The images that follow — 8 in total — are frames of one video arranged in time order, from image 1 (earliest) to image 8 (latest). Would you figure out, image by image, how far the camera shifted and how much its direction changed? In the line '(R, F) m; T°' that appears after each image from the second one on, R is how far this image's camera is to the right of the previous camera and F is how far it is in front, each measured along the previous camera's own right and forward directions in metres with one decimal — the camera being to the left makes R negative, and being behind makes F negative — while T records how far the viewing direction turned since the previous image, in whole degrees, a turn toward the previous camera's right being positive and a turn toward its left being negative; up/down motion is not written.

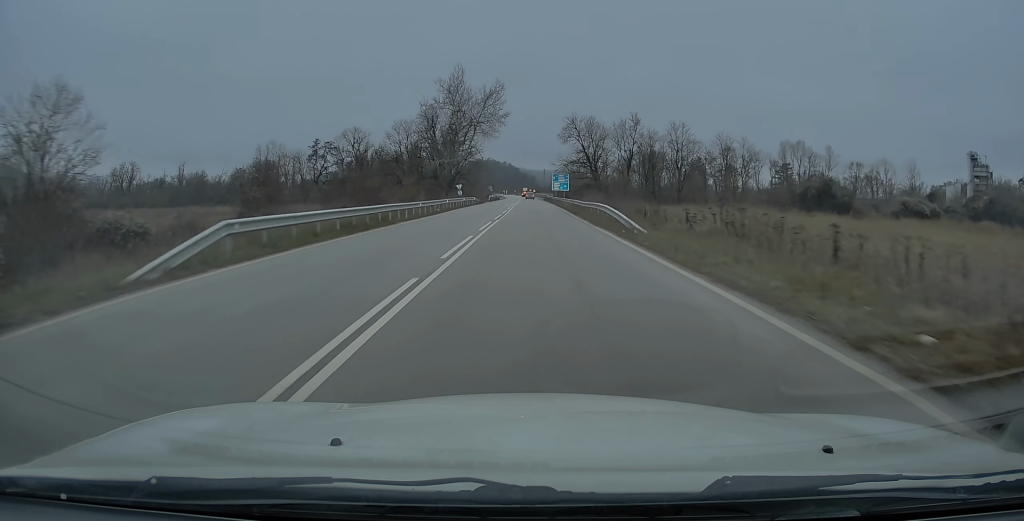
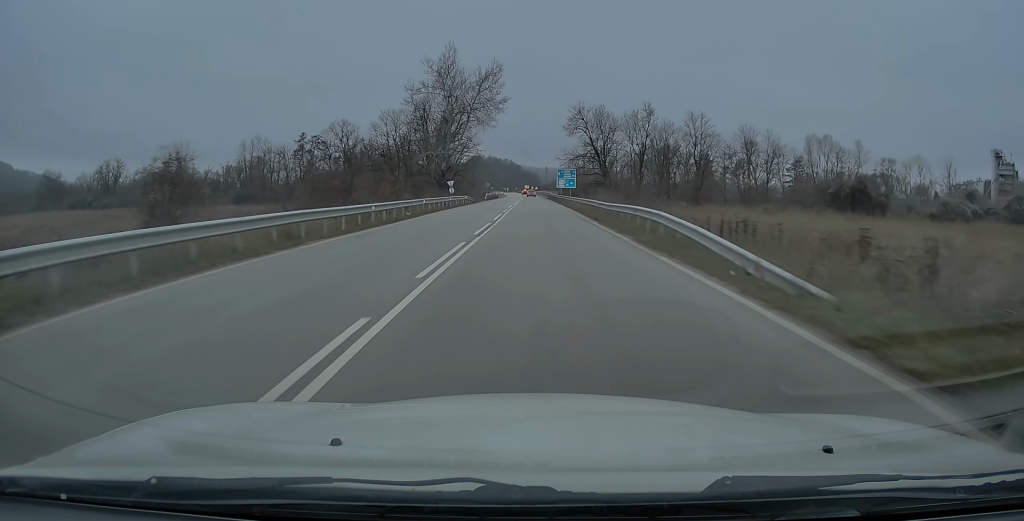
(0.0, +11.6) m; 0°
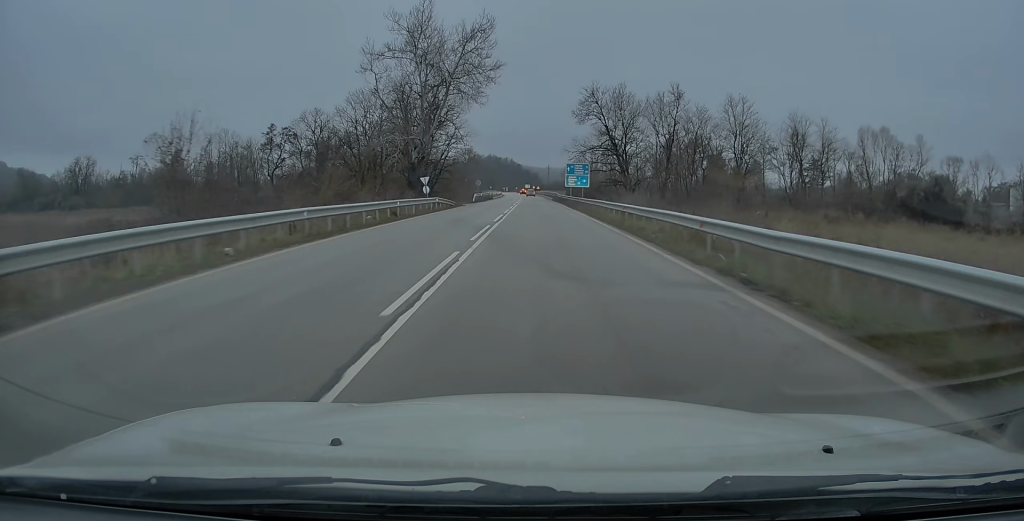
(0.0, +20.1) m; 0°
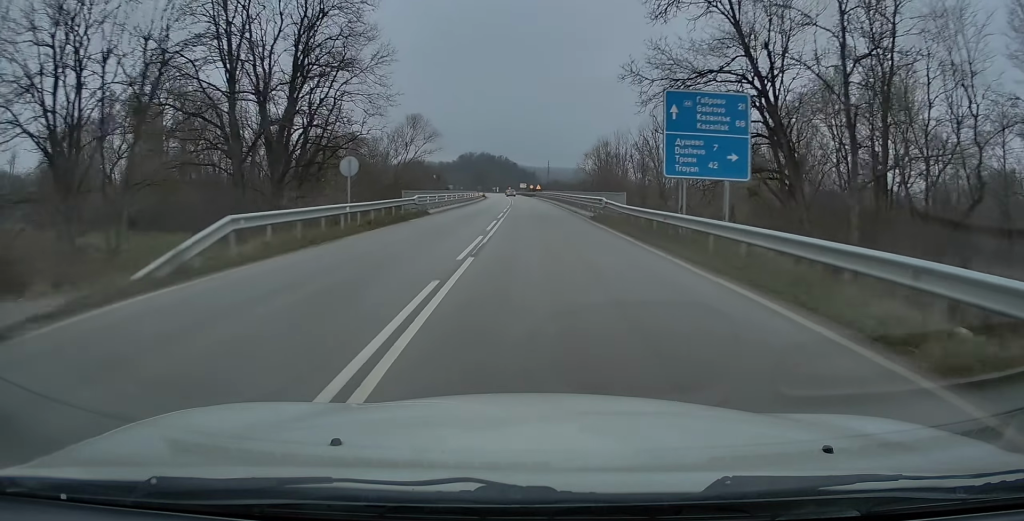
(0.0, +56.2) m; 0°
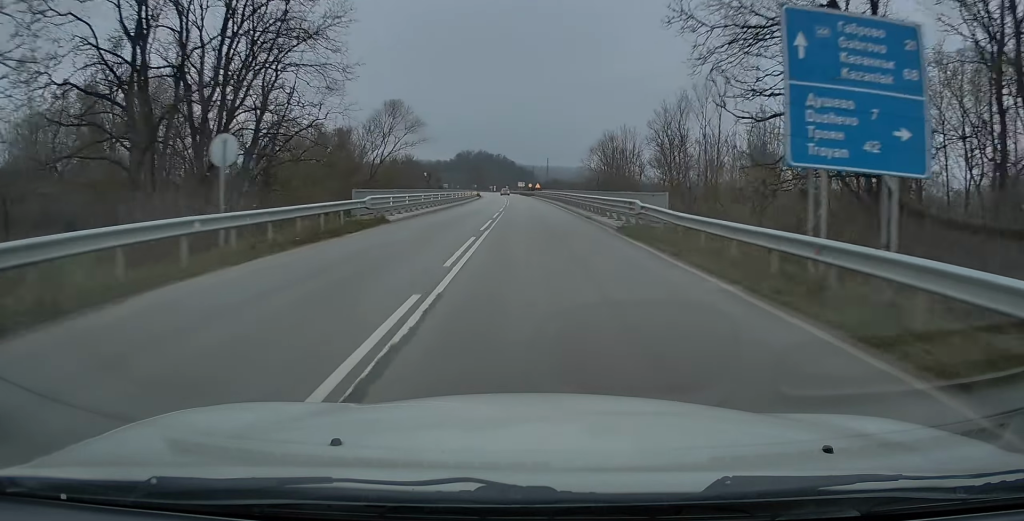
(0.0, +9.8) m; 0°
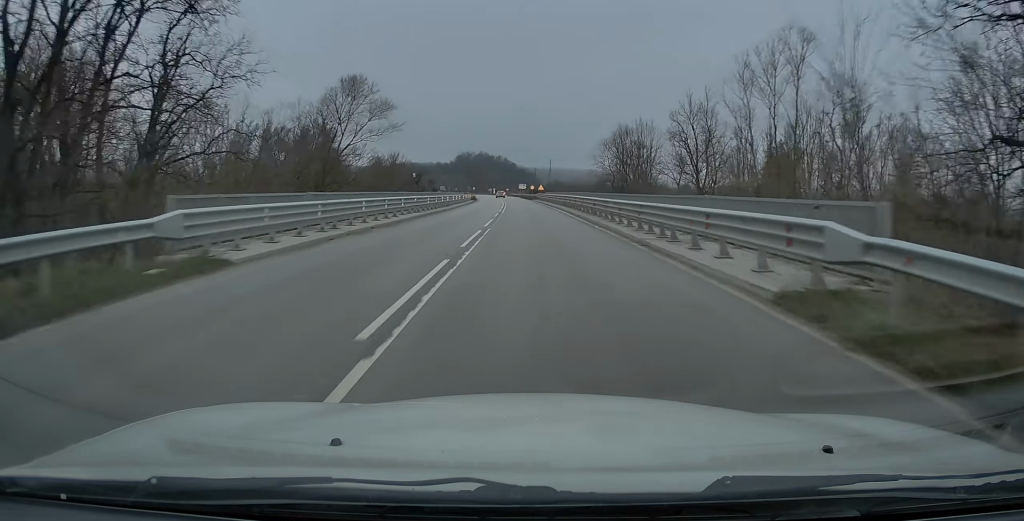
(0.0, +13.7) m; 0°
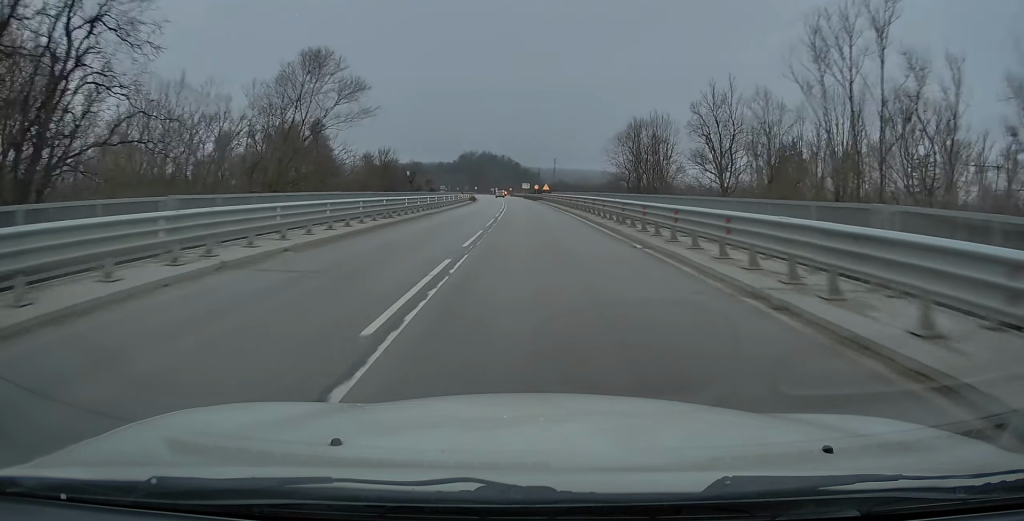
(0.0, +8.5) m; 0°
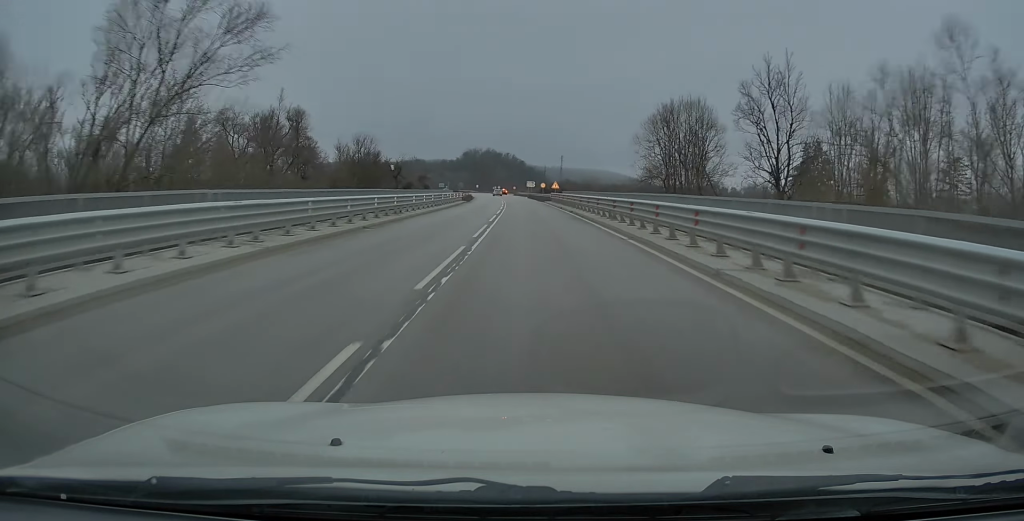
(-0.1, +15.1) m; 0°
